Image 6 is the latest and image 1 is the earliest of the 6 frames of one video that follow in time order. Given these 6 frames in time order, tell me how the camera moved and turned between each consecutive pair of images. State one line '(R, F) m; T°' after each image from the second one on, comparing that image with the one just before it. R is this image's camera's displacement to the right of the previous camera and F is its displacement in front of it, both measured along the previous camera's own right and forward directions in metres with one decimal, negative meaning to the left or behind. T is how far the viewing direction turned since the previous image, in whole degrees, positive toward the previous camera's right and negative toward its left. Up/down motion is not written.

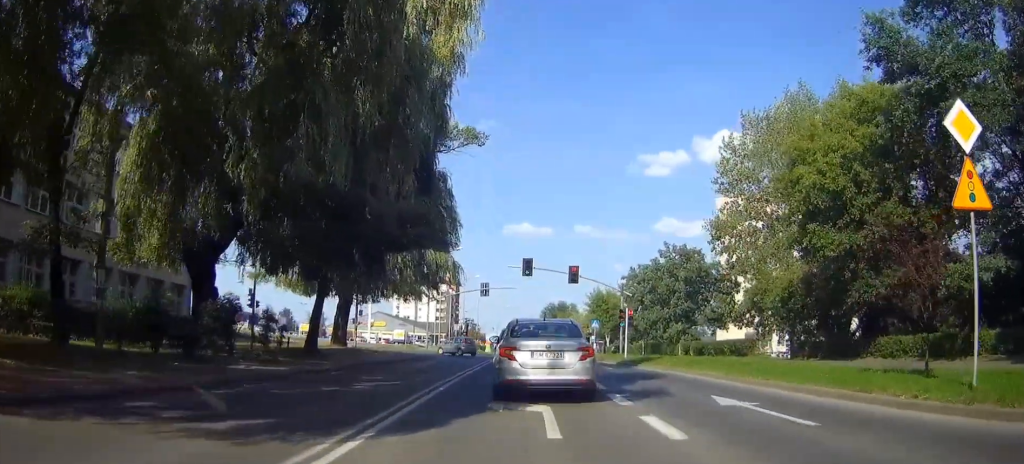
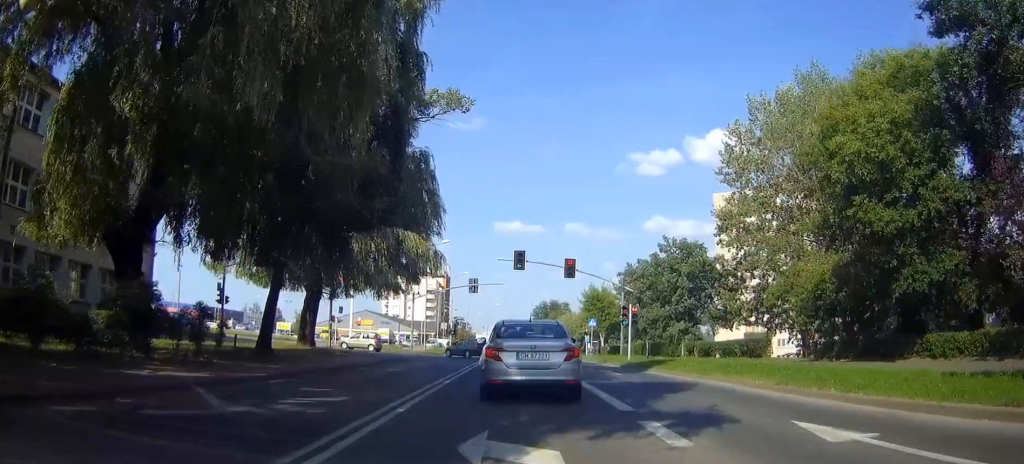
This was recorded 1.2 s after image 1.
(+0.2, +5.9) m; +4°
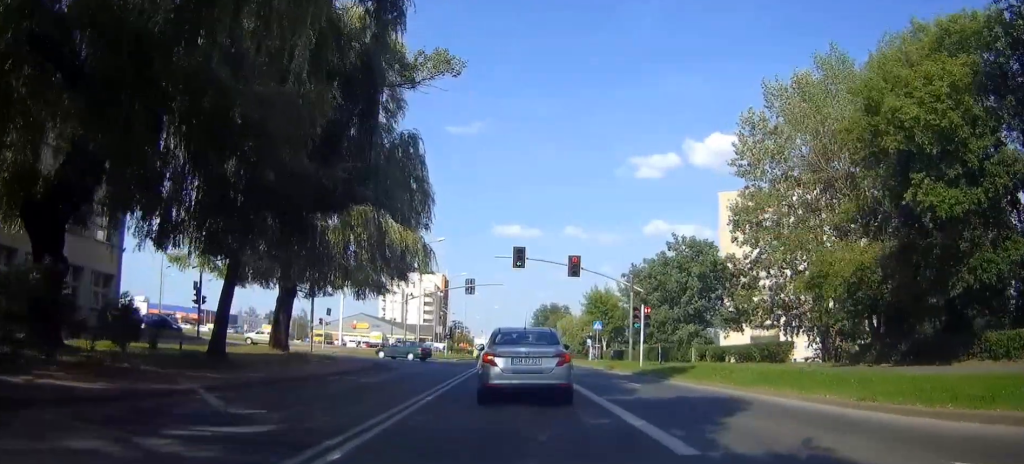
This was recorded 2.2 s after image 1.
(+0.2, +4.4) m; +2°
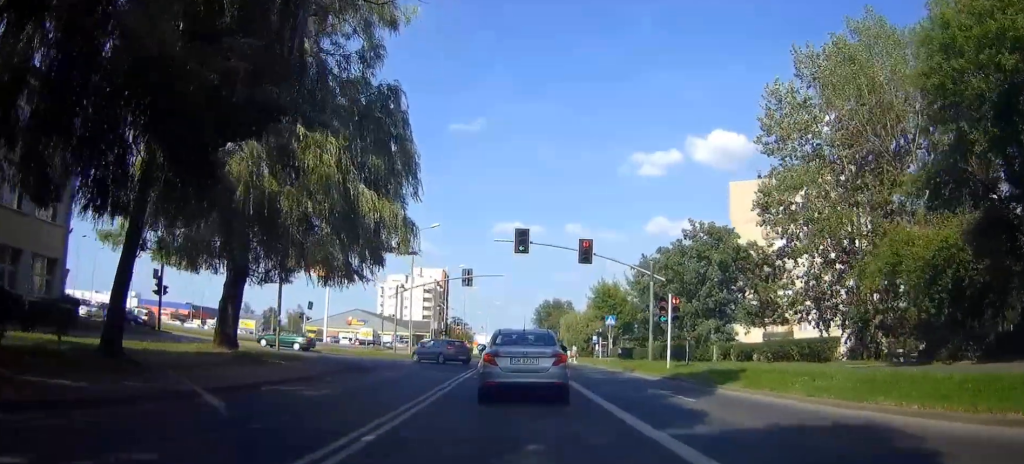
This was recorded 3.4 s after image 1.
(0.0, +5.2) m; -1°
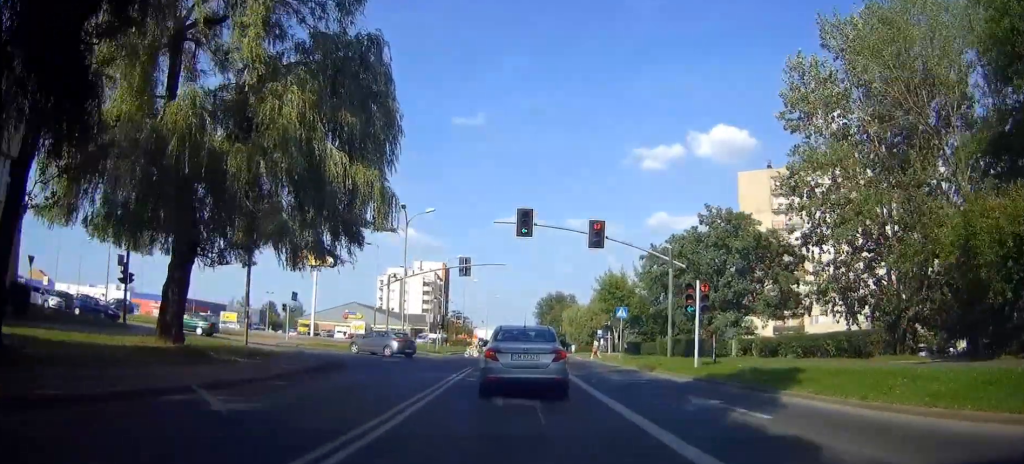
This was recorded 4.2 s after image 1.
(0.0, +3.4) m; -2°
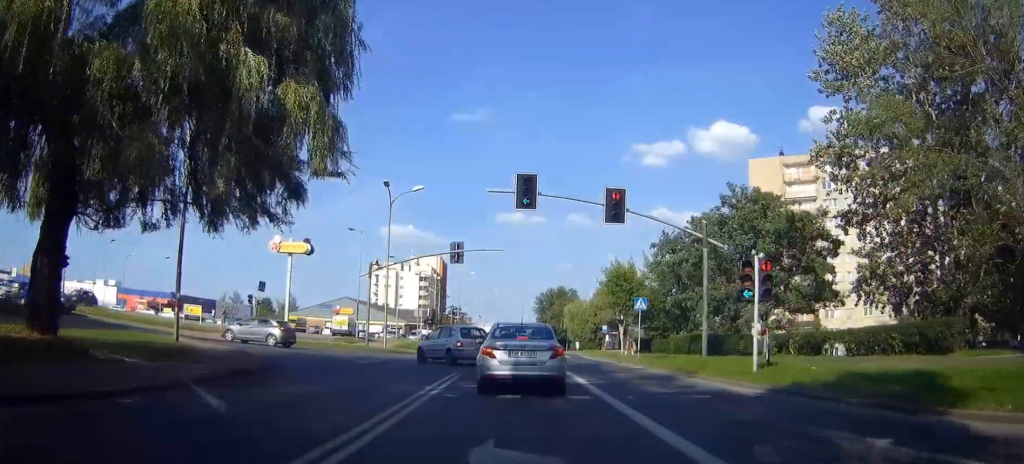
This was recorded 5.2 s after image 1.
(-0.1, +4.8) m; -2°
